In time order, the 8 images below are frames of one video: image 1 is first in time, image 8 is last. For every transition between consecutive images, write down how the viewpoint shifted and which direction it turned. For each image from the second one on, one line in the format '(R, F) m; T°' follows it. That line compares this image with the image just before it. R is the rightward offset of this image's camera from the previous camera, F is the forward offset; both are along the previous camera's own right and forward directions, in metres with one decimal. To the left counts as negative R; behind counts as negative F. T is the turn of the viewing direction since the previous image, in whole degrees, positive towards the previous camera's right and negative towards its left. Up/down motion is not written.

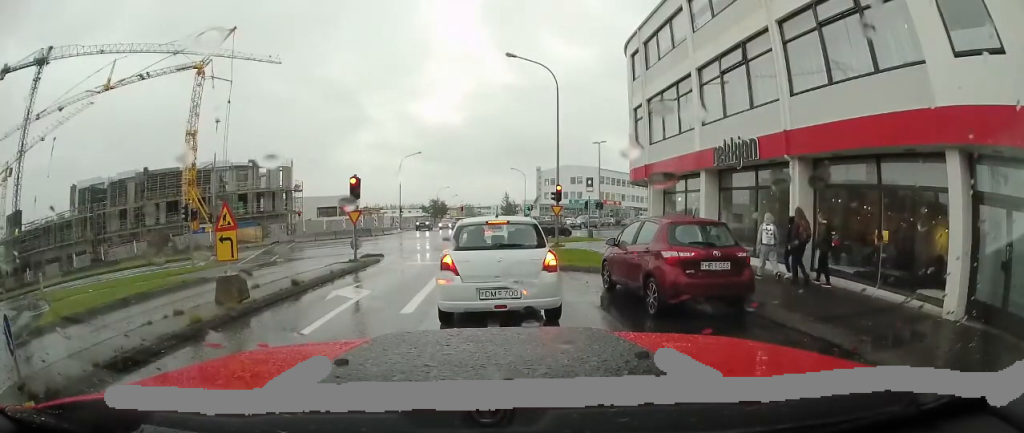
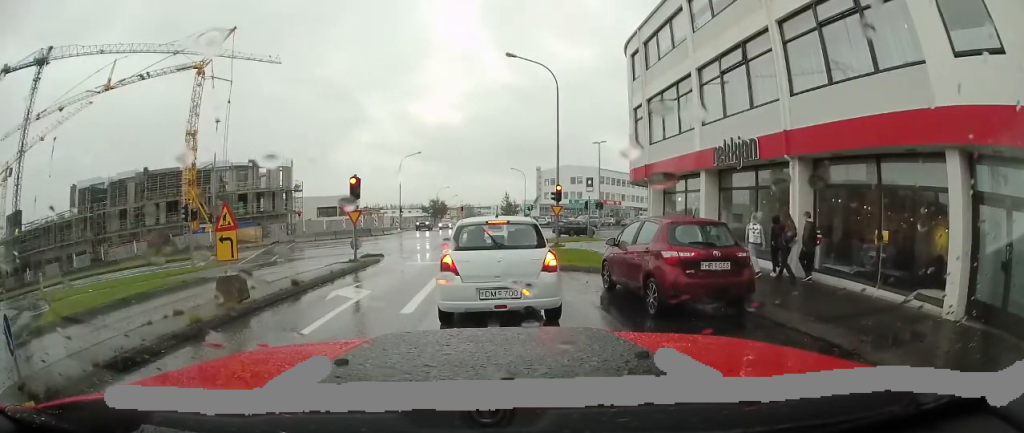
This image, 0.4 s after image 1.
(0.0, 0.0) m; 0°
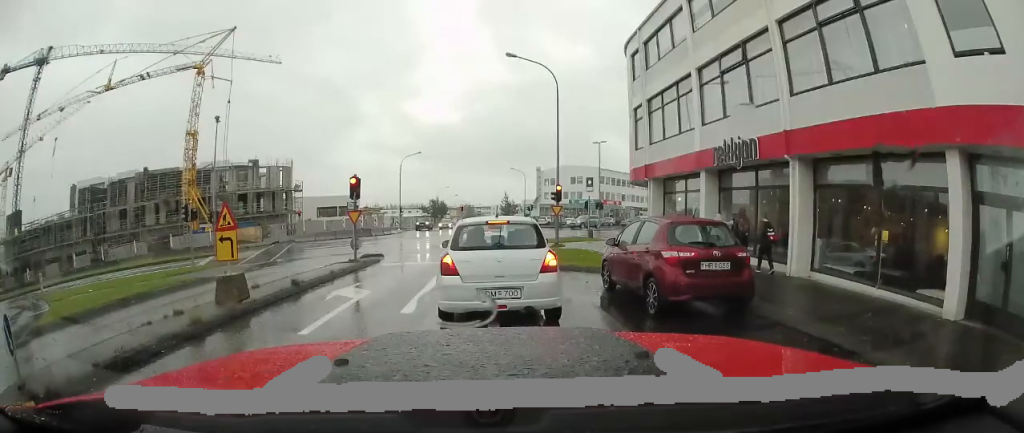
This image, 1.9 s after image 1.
(0.0, 0.0) m; 0°
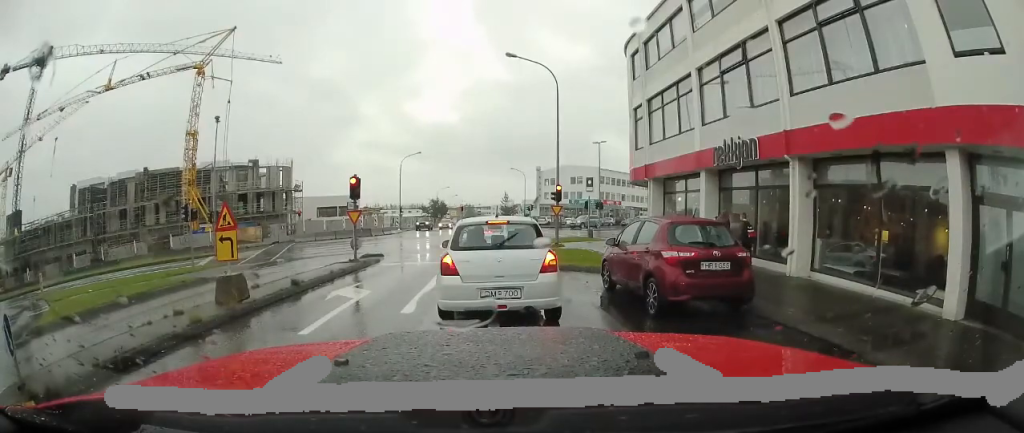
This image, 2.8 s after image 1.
(0.0, 0.0) m; 0°
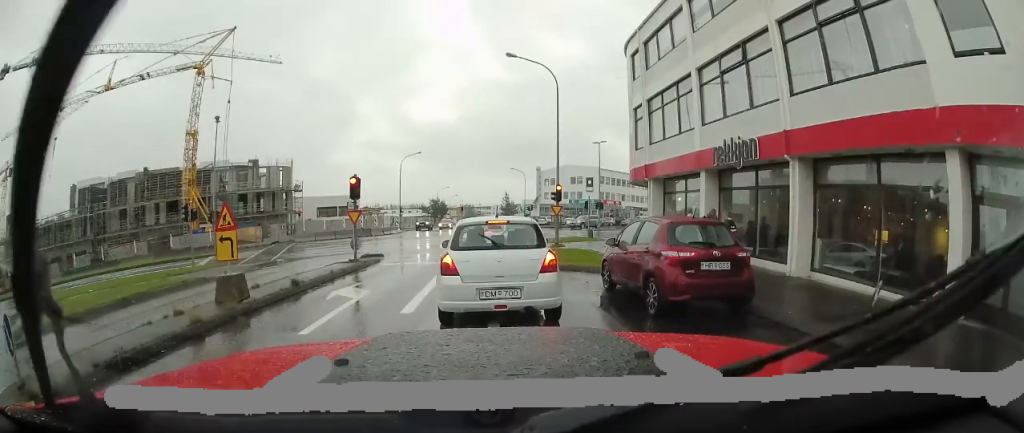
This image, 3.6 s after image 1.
(0.0, 0.0) m; 0°
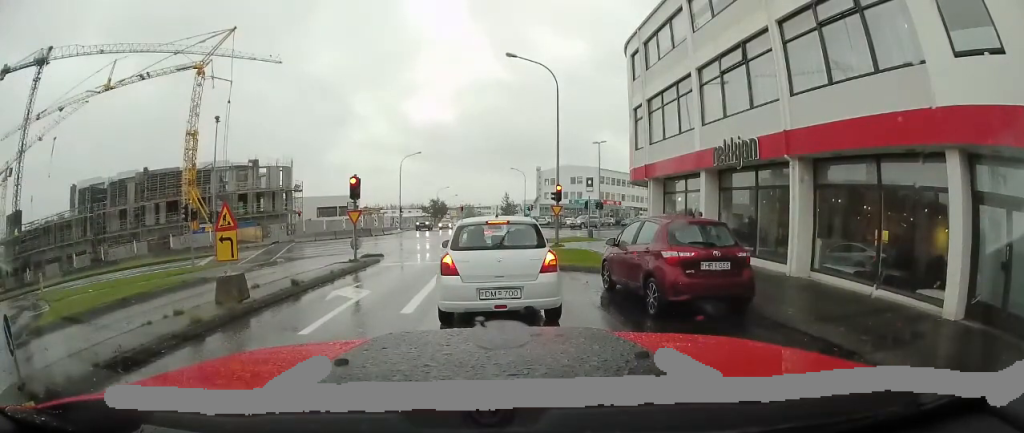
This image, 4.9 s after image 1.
(0.0, 0.0) m; 0°
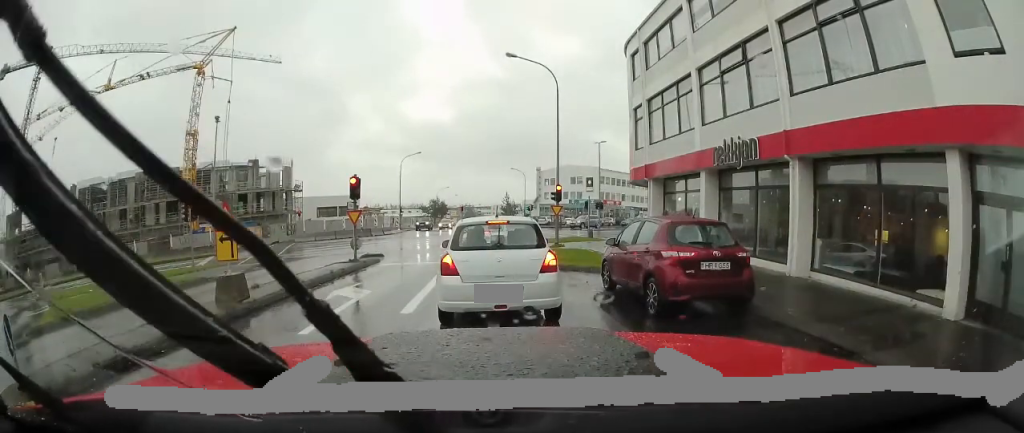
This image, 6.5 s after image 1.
(0.0, 0.0) m; 0°
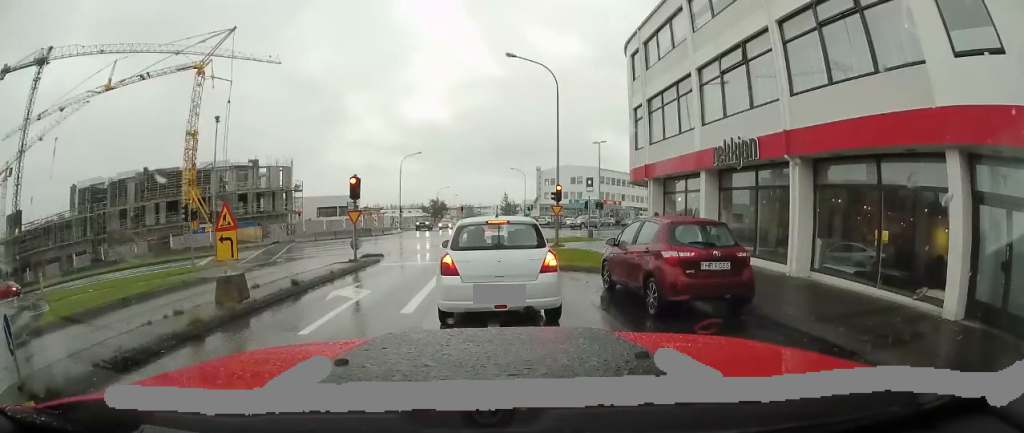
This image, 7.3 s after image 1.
(0.0, 0.0) m; 0°
